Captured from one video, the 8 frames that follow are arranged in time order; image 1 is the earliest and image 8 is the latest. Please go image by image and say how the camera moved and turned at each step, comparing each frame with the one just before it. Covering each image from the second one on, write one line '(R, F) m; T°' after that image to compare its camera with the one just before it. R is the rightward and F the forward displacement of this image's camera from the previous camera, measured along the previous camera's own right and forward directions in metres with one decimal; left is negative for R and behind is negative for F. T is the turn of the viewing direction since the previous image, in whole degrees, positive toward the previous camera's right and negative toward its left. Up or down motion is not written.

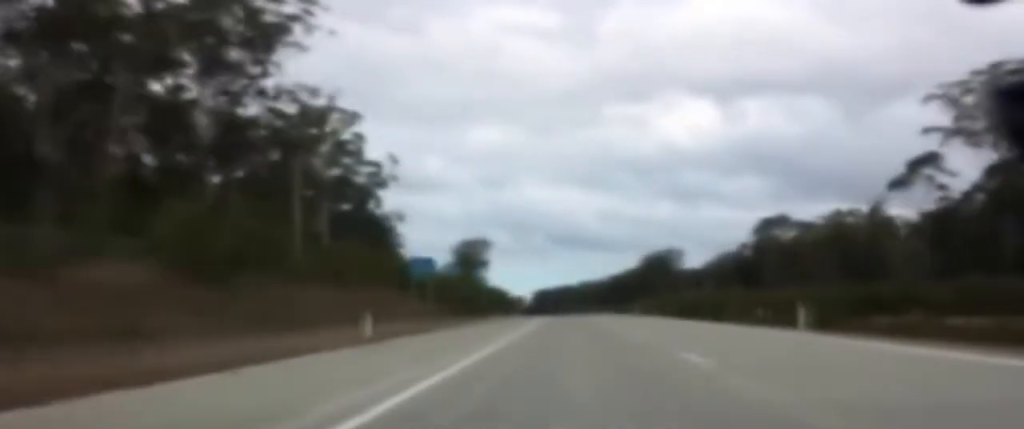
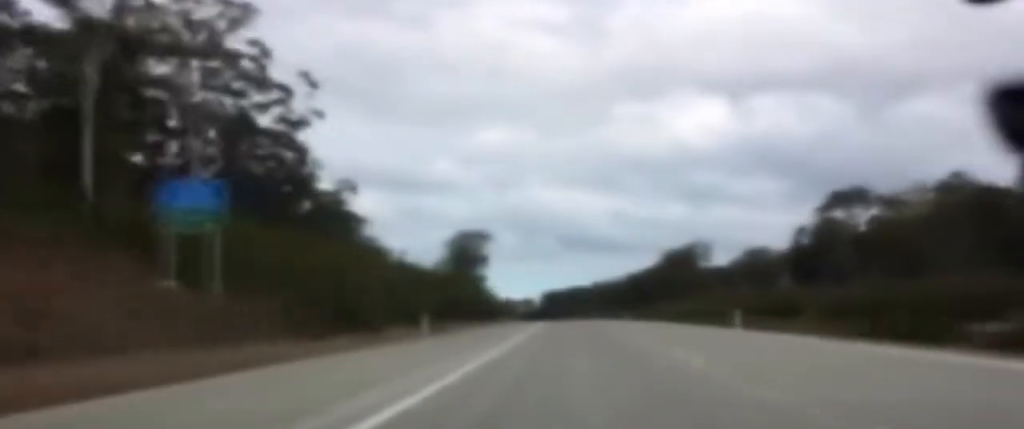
(-0.5, +47.7) m; -1°
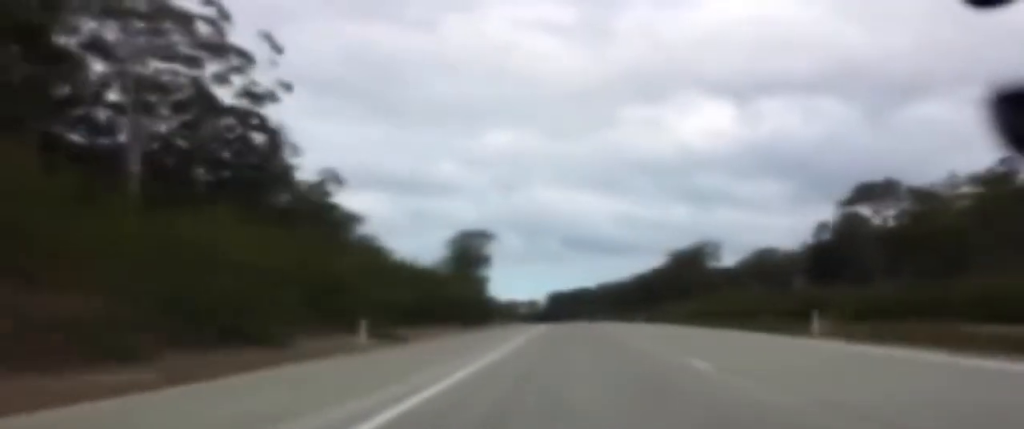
(-0.1, +13.0) m; 0°
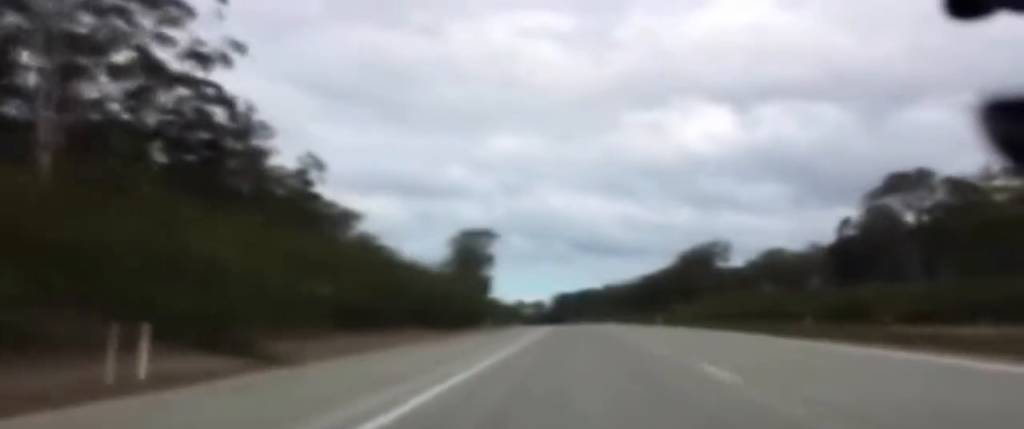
(0.0, +15.0) m; 0°
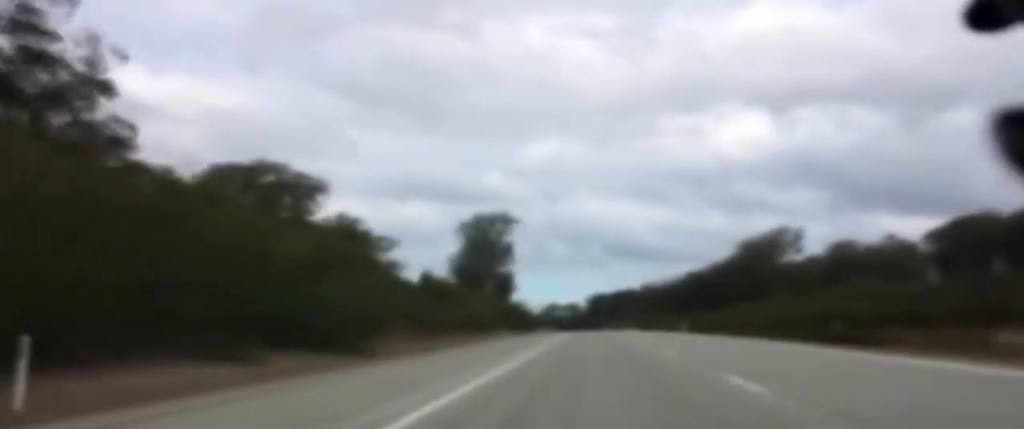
(-1.1, +63.0) m; -2°
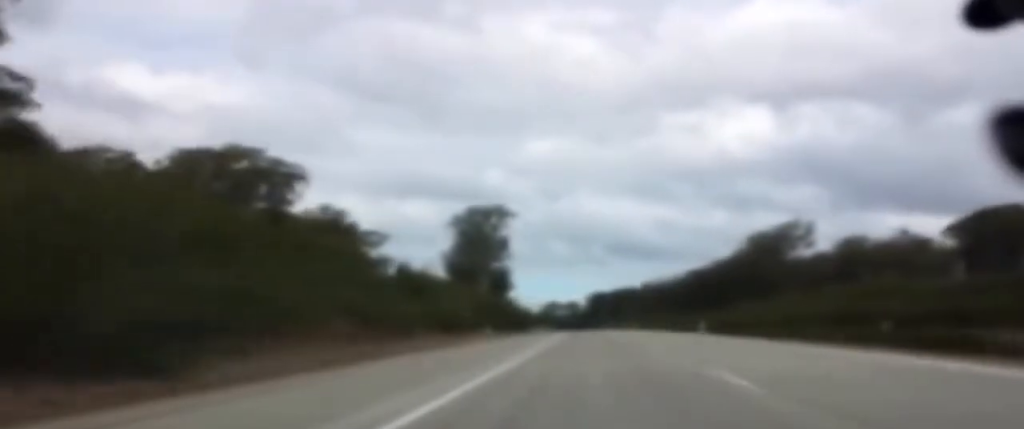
(-0.1, +12.0) m; 0°
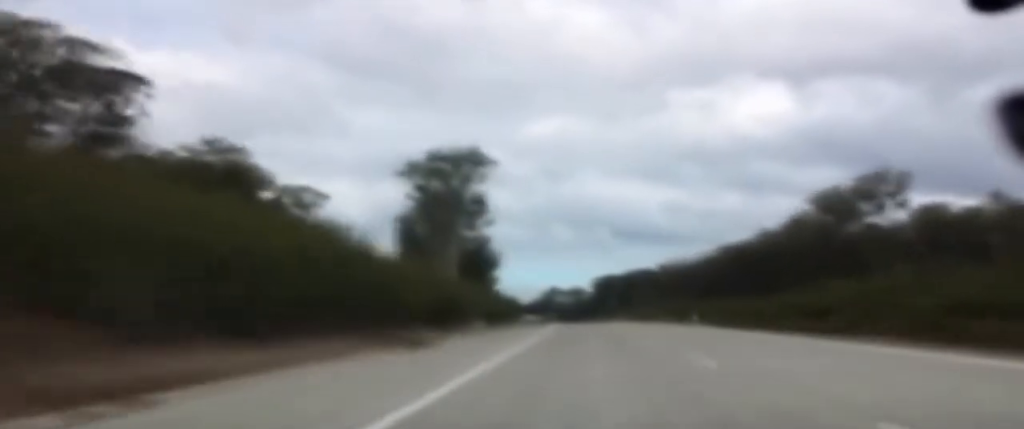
(+0.2, +57.8) m; 0°
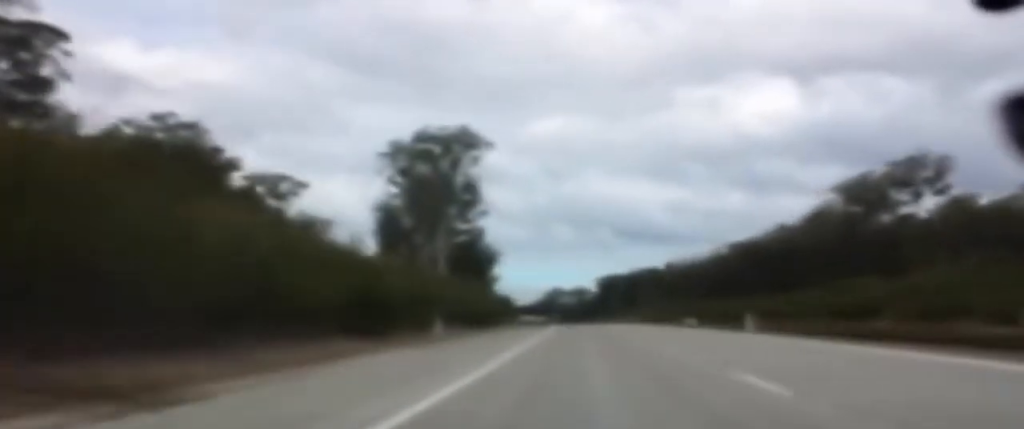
(0.0, +18.4) m; 0°
